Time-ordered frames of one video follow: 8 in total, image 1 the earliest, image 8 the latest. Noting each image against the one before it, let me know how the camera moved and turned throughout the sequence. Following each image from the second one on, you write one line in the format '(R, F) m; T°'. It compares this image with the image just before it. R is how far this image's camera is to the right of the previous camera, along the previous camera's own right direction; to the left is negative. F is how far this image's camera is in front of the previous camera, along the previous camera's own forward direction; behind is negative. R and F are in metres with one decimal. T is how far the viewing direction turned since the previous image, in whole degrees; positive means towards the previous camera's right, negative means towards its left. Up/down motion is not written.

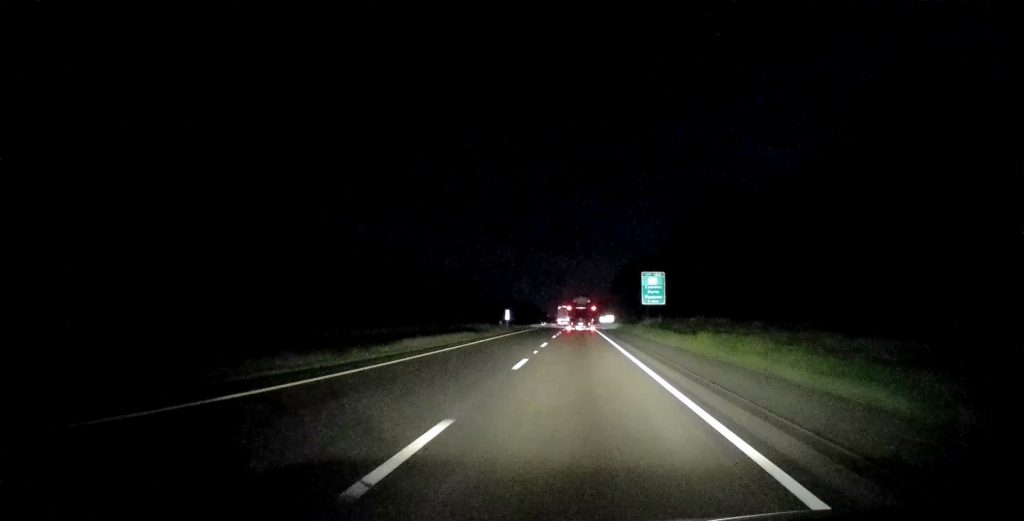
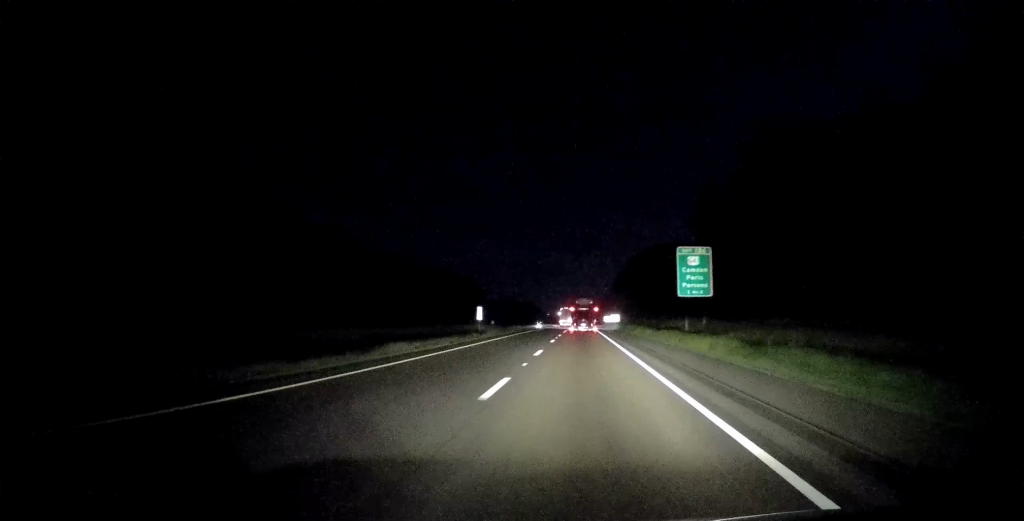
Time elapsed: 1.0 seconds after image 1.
(-0.5, +30.3) m; -1°
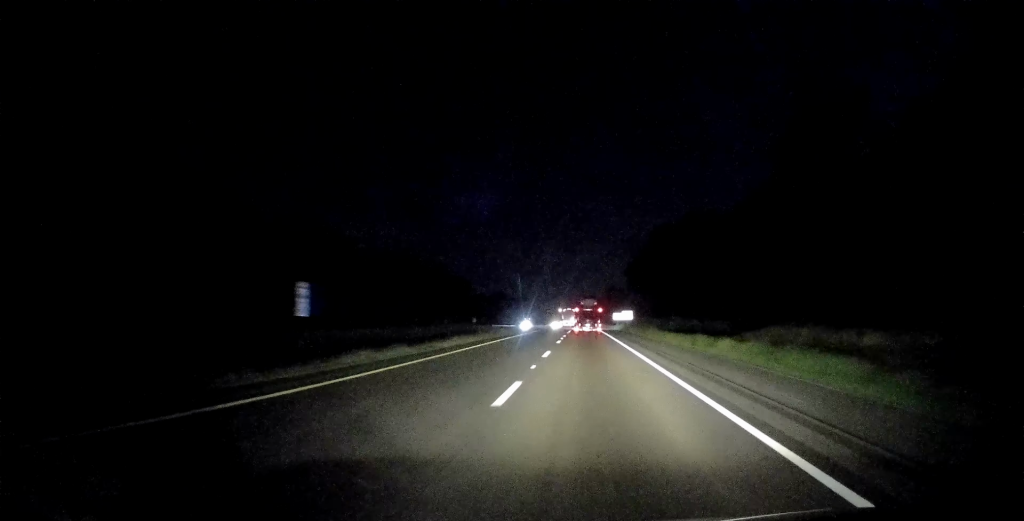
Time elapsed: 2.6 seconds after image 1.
(+0.6, +49.1) m; +1°
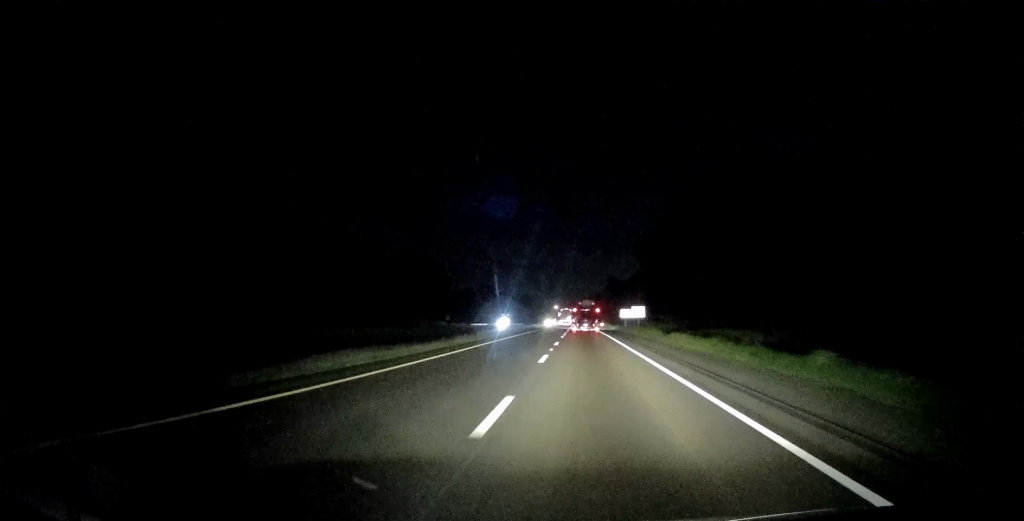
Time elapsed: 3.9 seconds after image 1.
(-0.2, +38.9) m; 0°
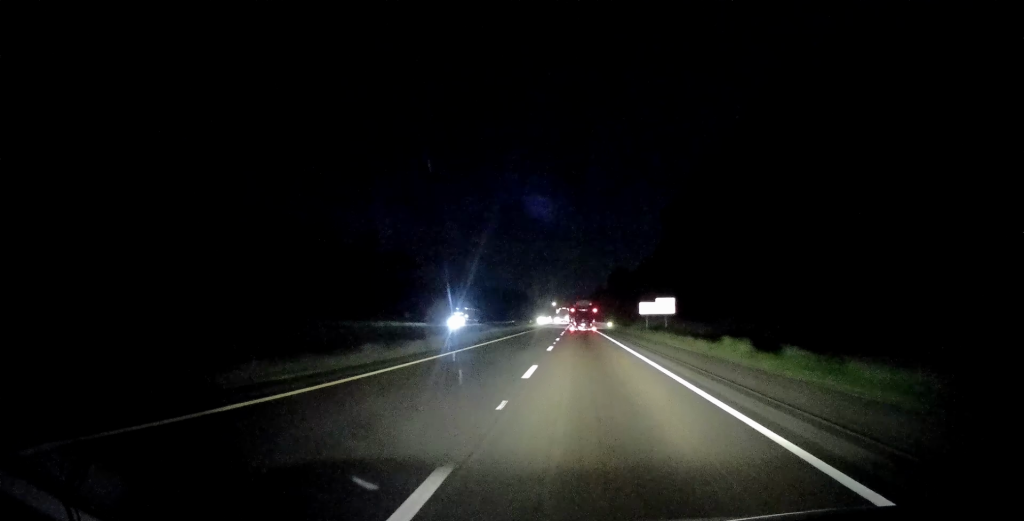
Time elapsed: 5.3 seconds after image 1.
(+0.1, +41.8) m; 0°
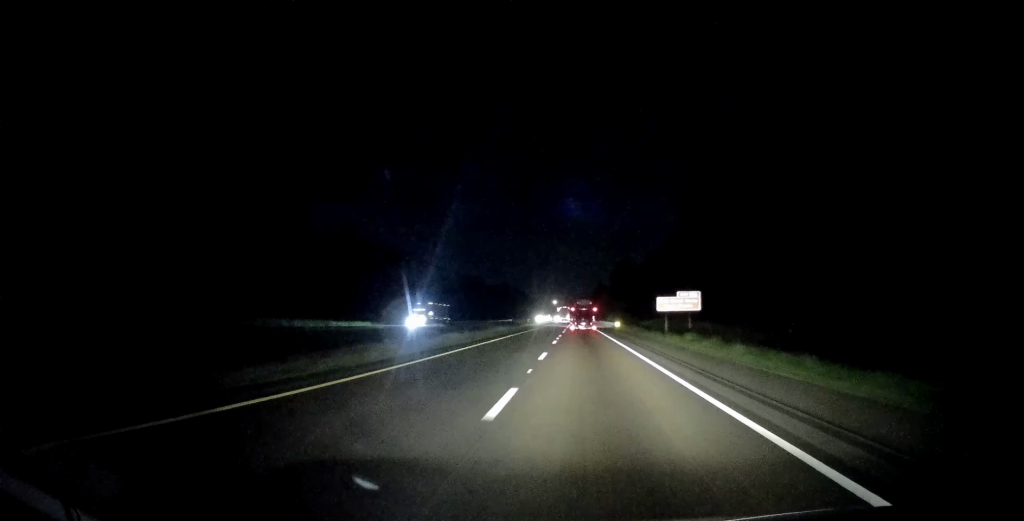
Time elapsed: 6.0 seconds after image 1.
(0.0, +18.7) m; 0°
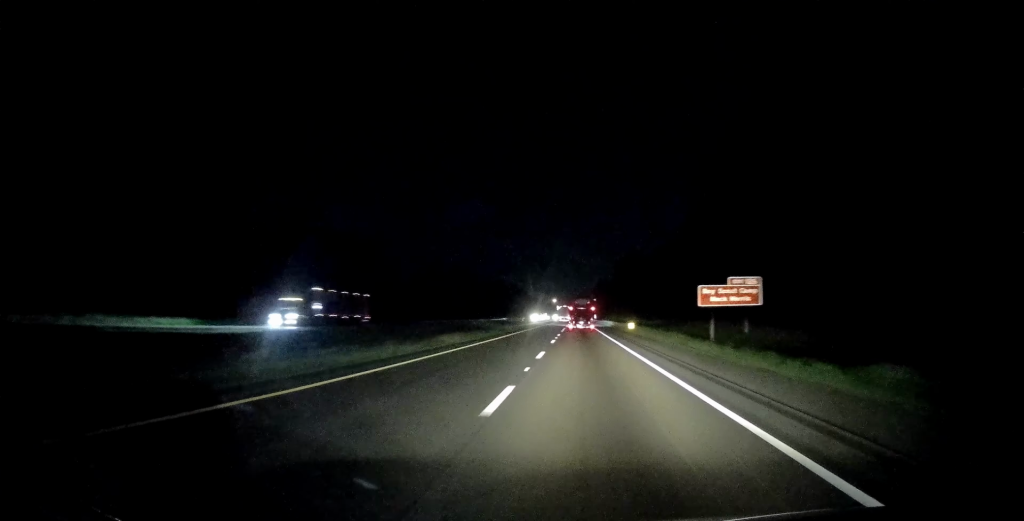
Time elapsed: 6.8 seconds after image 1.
(0.0, +23.7) m; 0°
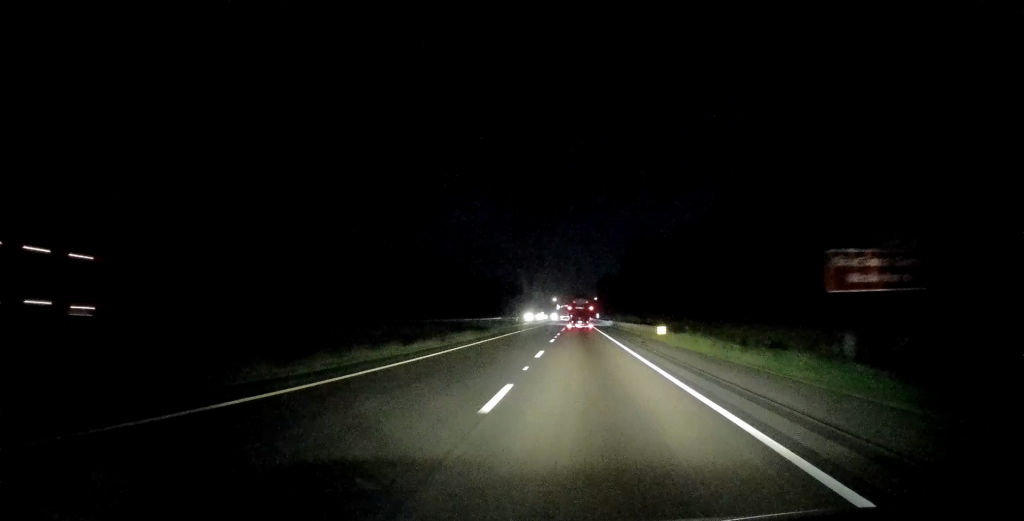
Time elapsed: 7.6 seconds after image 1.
(0.0, +23.7) m; 0°
